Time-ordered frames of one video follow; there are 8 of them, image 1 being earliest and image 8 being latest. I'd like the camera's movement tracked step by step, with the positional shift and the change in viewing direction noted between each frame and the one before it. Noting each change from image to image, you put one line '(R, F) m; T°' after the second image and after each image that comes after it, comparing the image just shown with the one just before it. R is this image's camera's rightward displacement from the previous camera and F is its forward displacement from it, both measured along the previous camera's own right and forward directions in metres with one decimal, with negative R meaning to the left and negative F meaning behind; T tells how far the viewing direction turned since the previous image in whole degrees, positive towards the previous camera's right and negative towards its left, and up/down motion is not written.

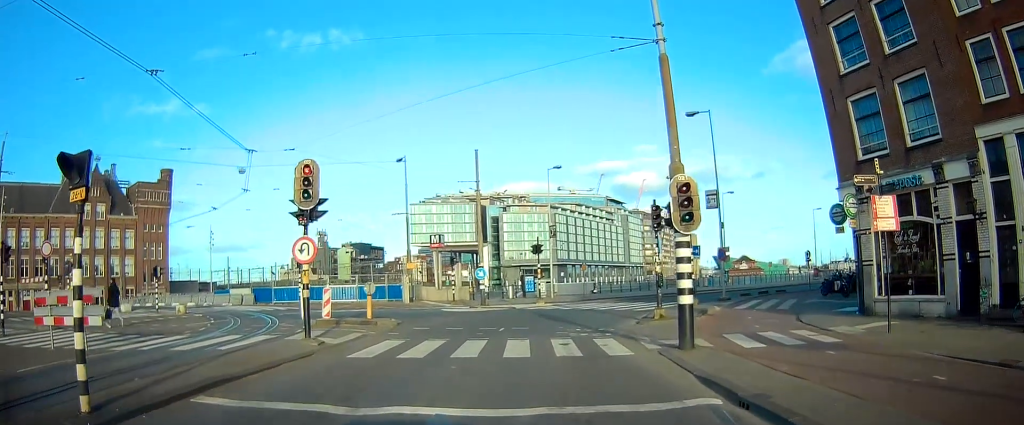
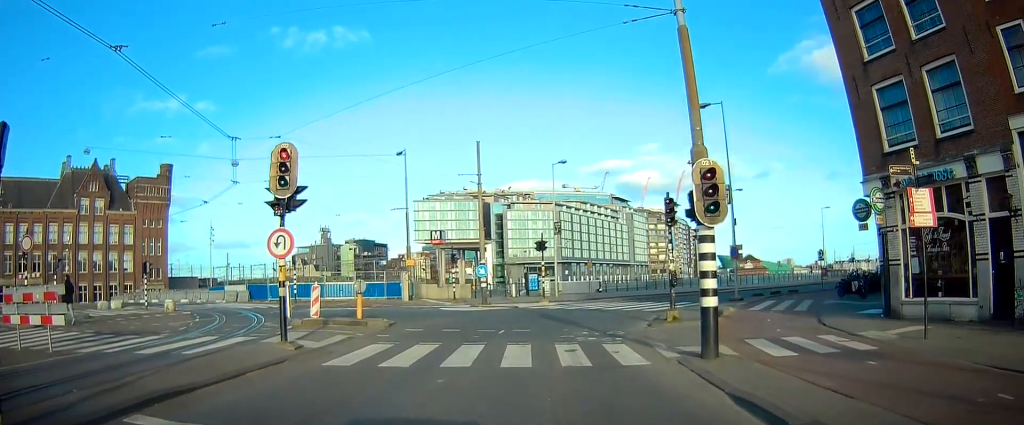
(-0.1, +1.6) m; +3°
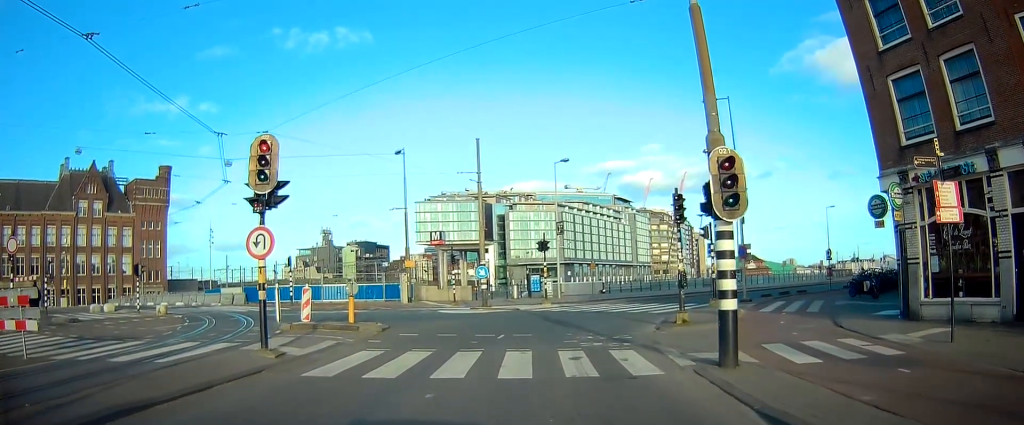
(-0.1, +1.3) m; +3°
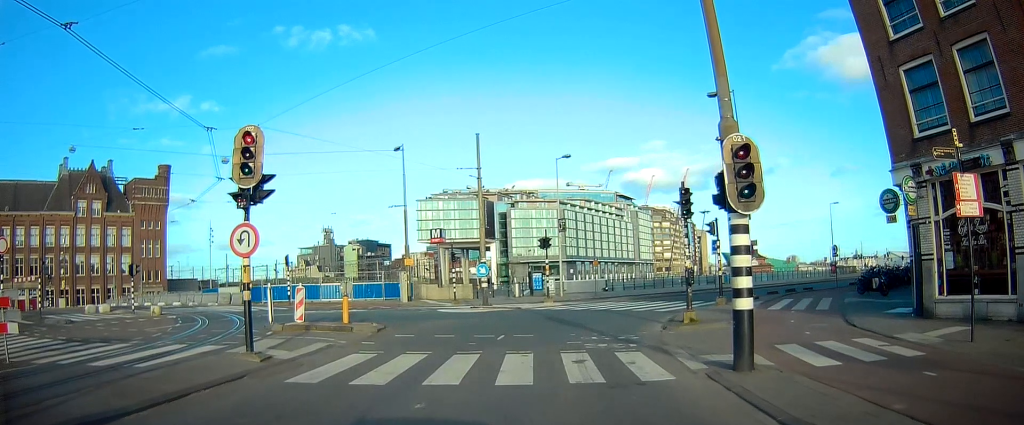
(+0.5, +0.8) m; 0°
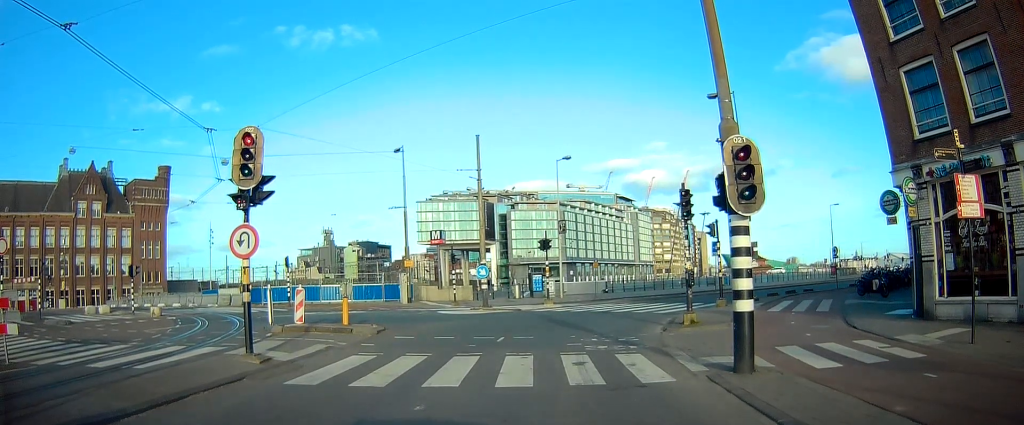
(0.0, 0.0) m; 0°
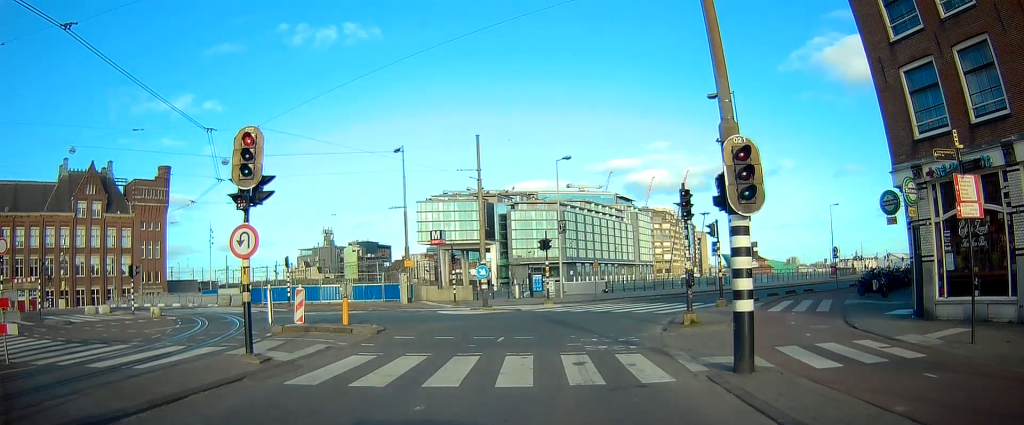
(0.0, 0.0) m; 0°
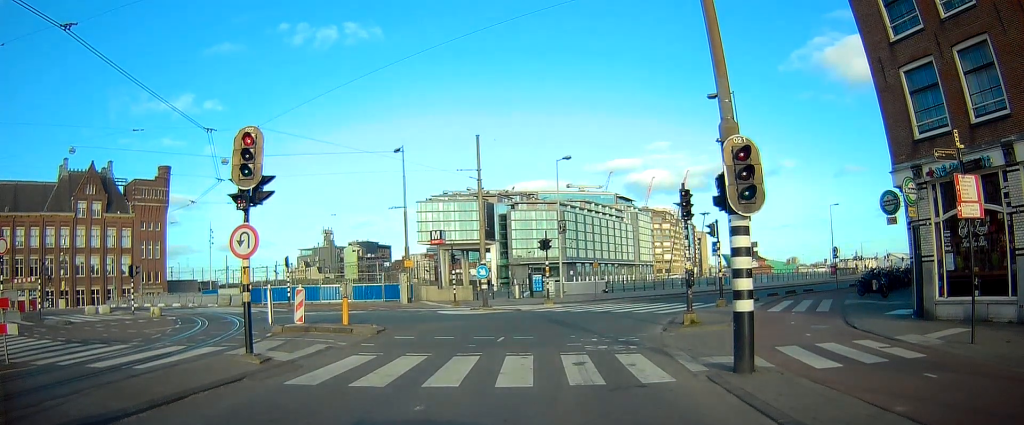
(0.0, 0.0) m; 0°
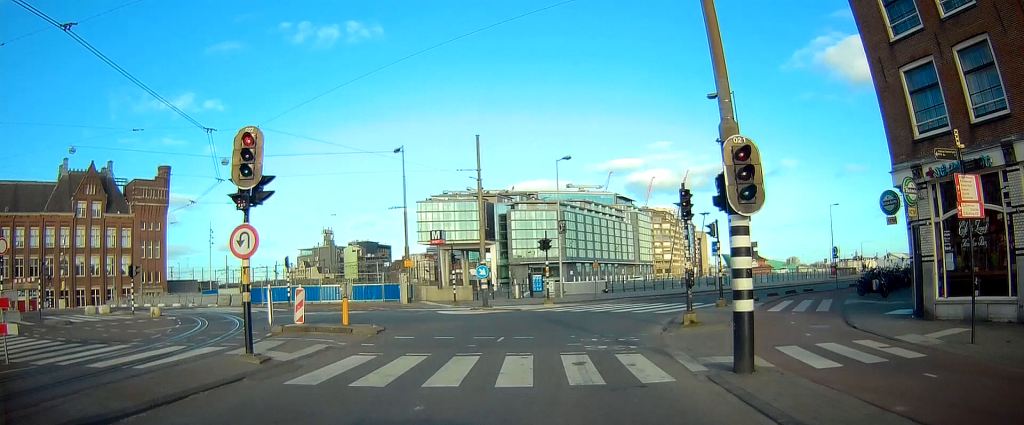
(0.0, 0.0) m; 0°
